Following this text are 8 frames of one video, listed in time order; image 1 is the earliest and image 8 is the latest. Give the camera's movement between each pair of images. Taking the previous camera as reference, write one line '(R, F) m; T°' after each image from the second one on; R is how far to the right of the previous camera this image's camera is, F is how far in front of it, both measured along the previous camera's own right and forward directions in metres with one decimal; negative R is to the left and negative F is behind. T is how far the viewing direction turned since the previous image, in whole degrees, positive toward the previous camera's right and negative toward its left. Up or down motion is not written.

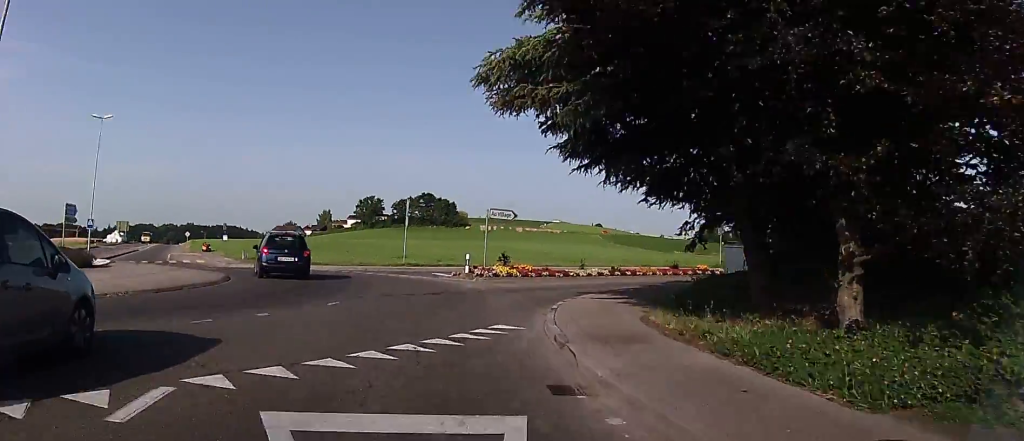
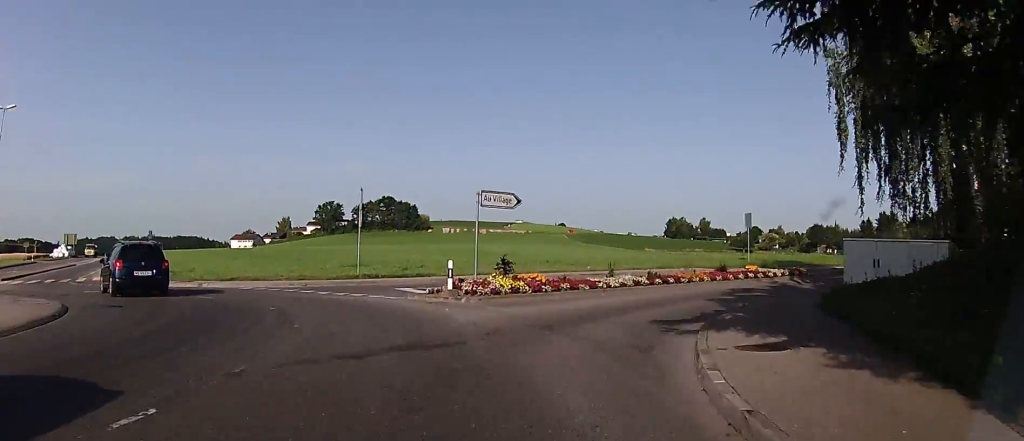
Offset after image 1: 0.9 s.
(+0.5, +8.4) m; +3°
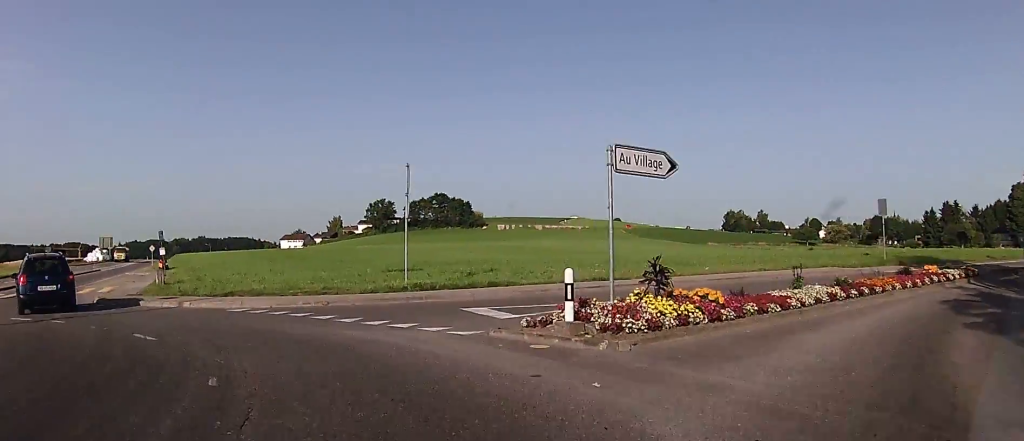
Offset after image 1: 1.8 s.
(0.0, +7.3) m; -6°
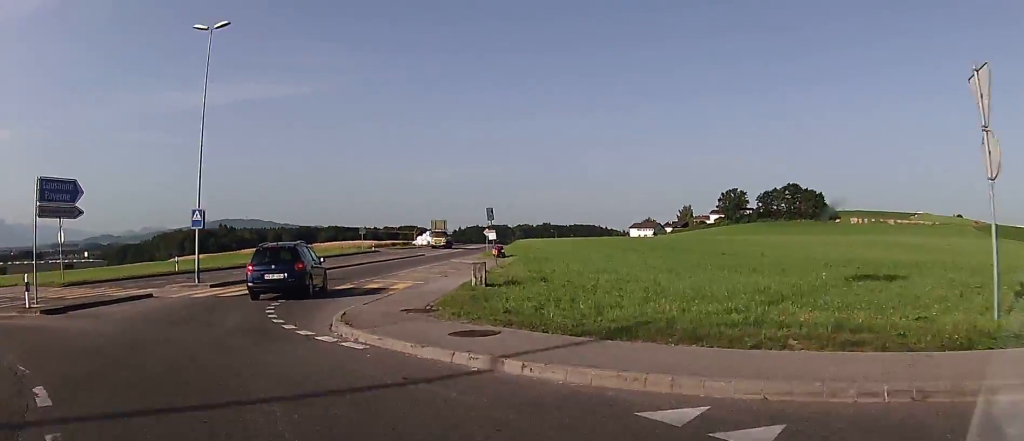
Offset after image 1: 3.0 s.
(-1.6, +10.5) m; -22°
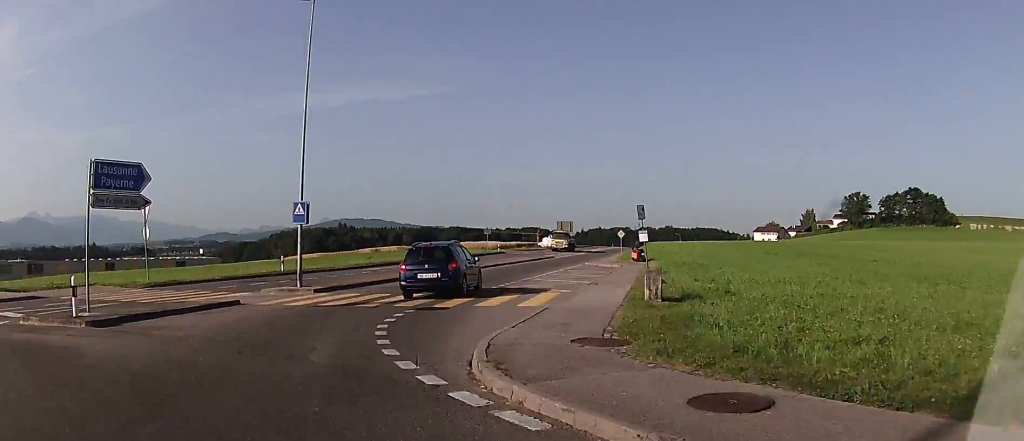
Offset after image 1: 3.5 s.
(-0.3, +3.8) m; -6°
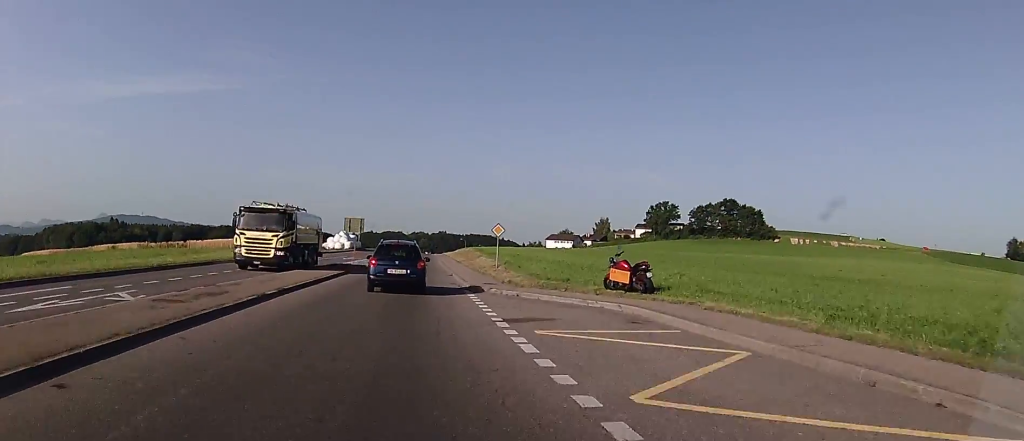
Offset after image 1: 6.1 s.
(+1.6, +28.1) m; +15°
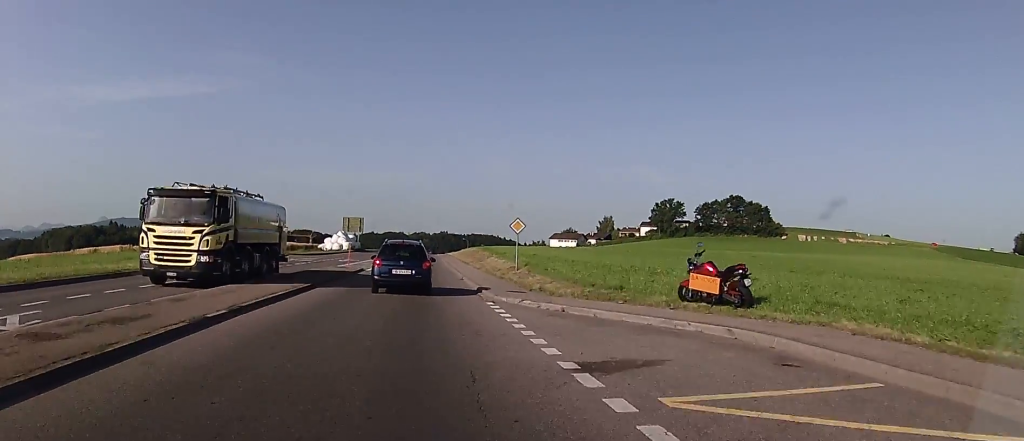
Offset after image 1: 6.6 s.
(+0.2, +5.5) m; +2°
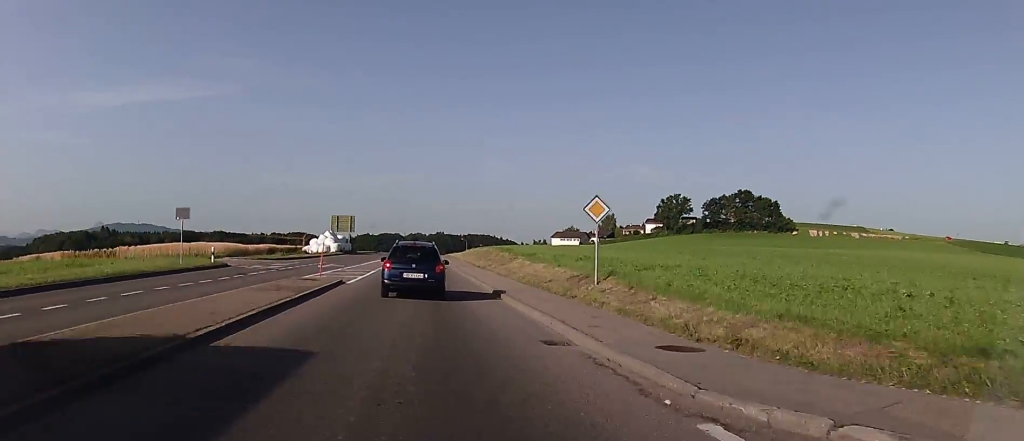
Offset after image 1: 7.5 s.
(+0.3, +12.4) m; +3°
